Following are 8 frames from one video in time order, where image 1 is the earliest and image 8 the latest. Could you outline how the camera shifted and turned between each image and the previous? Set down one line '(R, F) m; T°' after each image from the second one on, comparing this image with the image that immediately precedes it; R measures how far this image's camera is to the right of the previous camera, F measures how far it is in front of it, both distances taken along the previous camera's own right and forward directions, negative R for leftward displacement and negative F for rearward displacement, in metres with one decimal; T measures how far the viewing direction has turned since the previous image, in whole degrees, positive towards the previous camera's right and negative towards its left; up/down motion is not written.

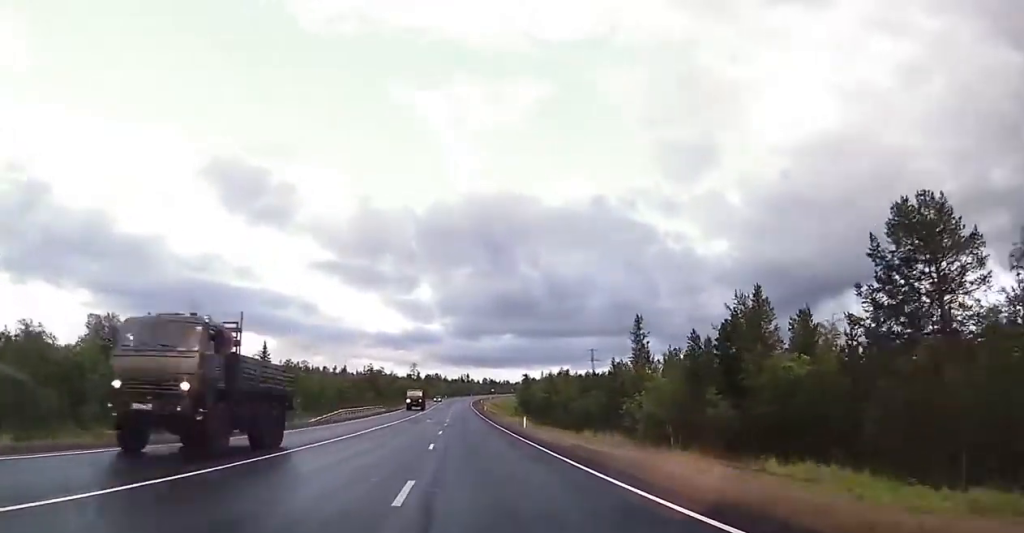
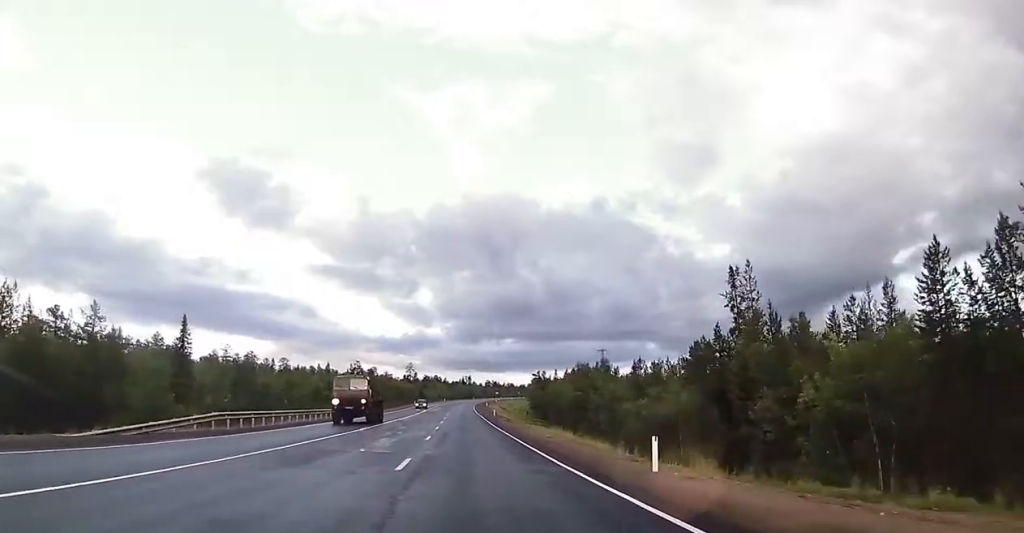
(-0.3, +33.0) m; -1°
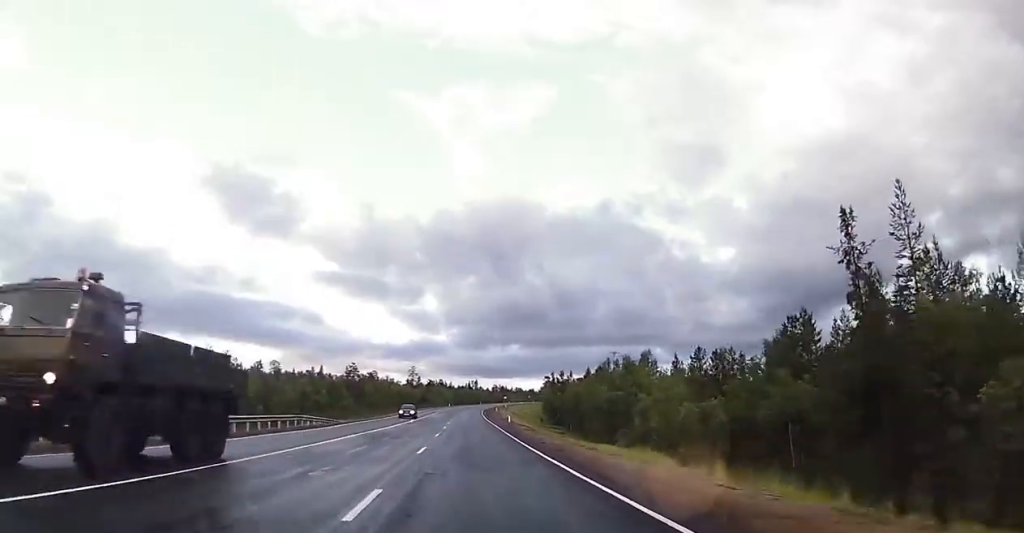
(-0.1, +19.4) m; 0°
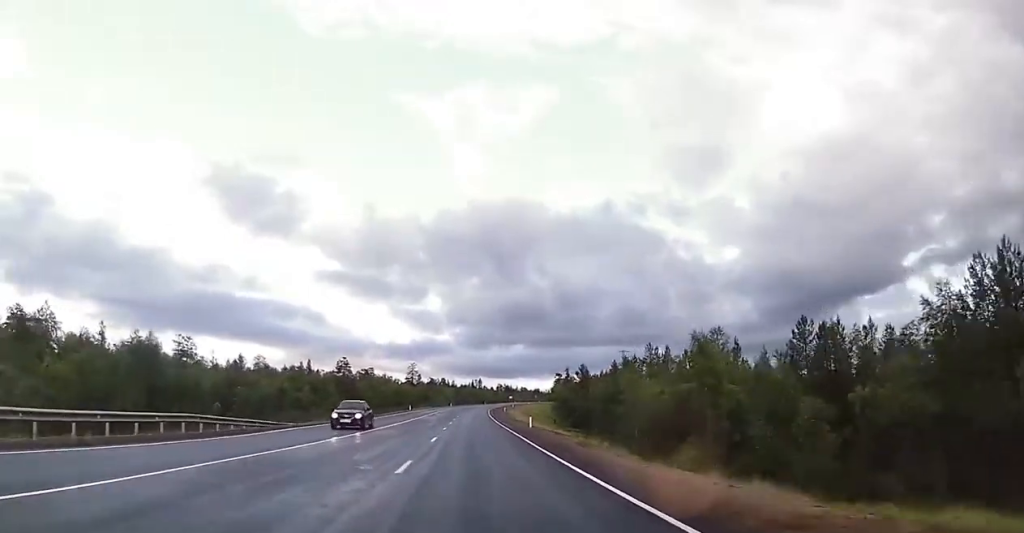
(0.0, +17.1) m; 0°
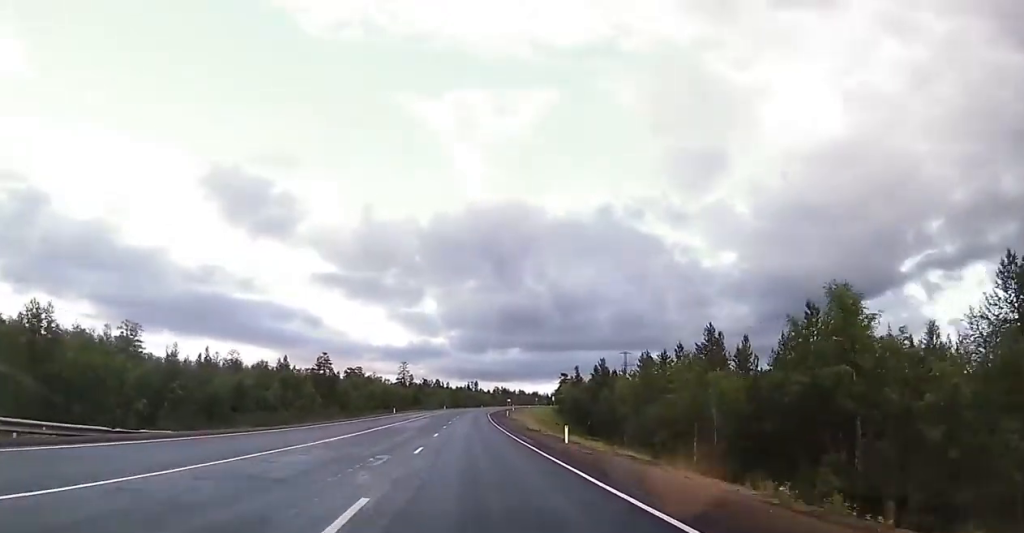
(0.0, +17.0) m; 0°
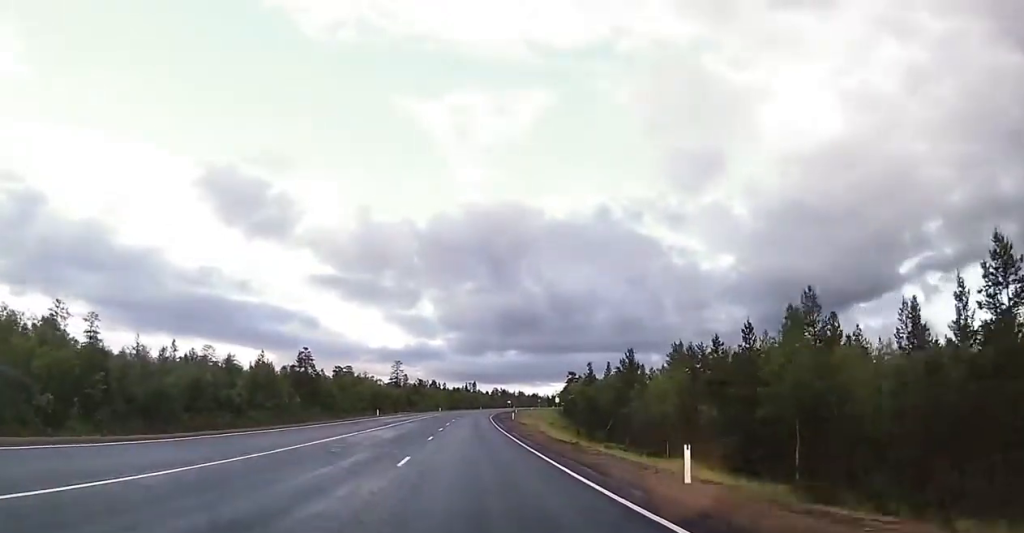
(0.0, +14.7) m; 0°
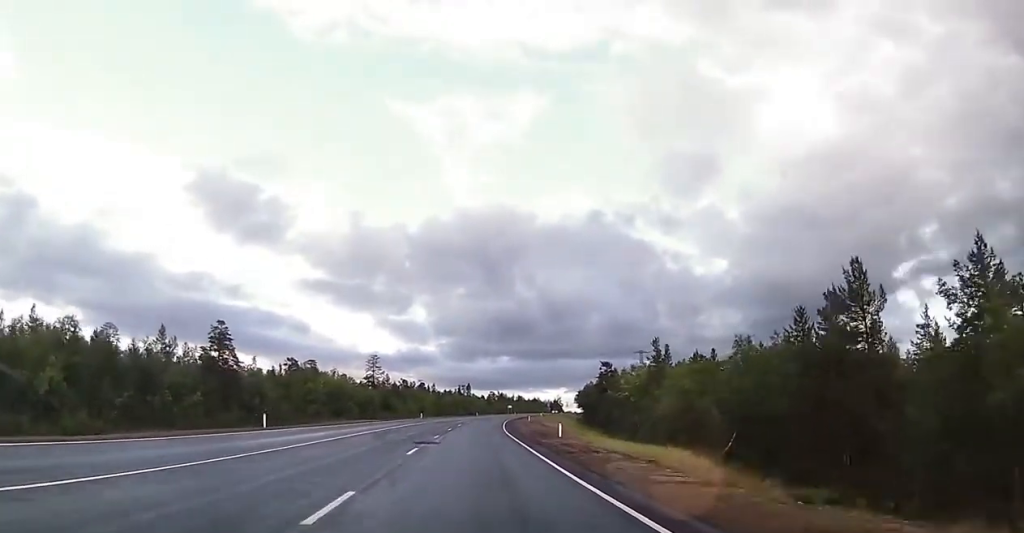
(-0.2, +42.6) m; 0°
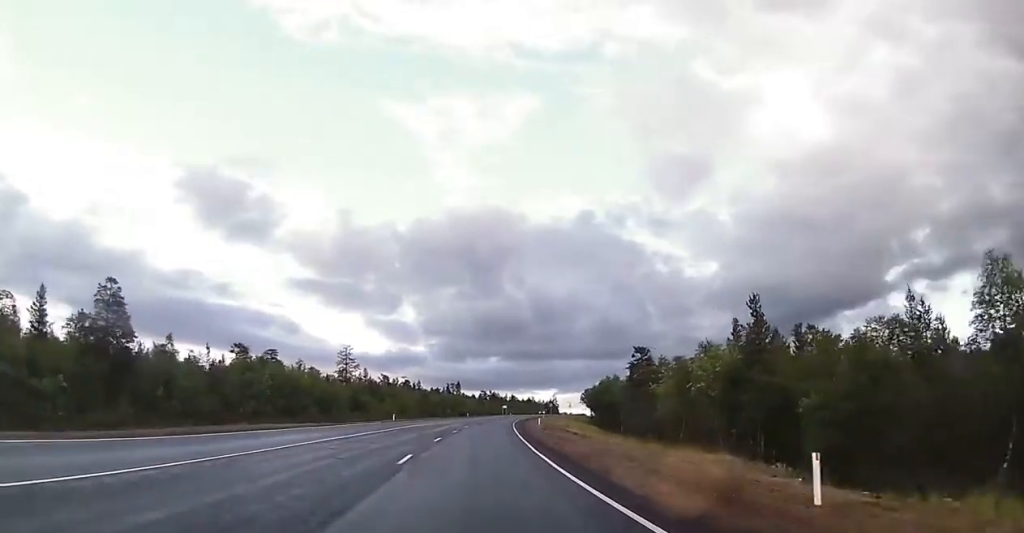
(+0.4, +27.4) m; +1°
